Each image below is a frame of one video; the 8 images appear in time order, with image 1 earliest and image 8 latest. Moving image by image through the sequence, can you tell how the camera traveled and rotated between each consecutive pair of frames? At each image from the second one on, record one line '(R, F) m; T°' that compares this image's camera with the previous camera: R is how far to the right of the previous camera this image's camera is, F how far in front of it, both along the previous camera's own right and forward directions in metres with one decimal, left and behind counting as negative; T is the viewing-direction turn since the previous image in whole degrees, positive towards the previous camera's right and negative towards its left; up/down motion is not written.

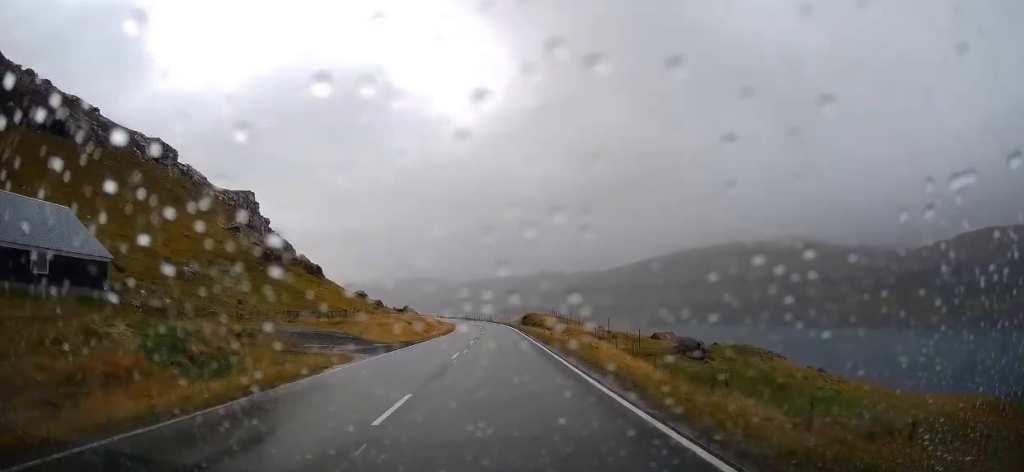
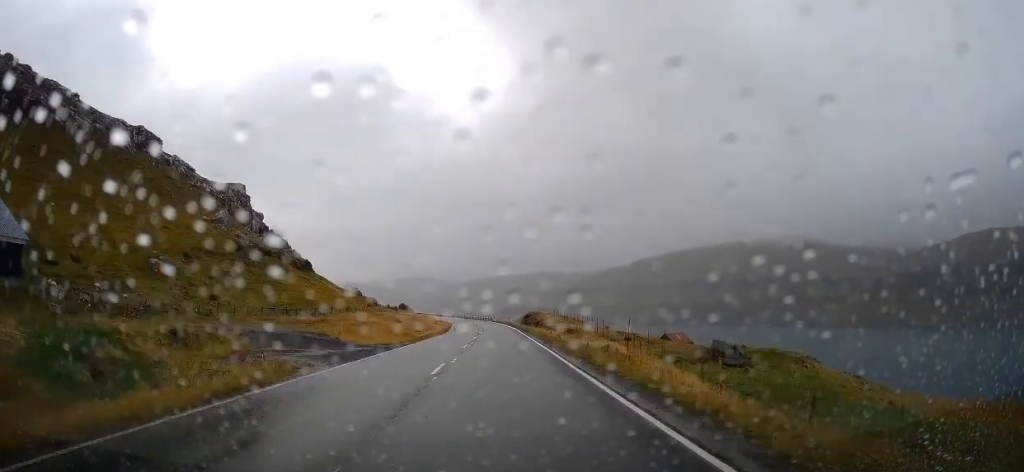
(0.0, +5.9) m; 0°
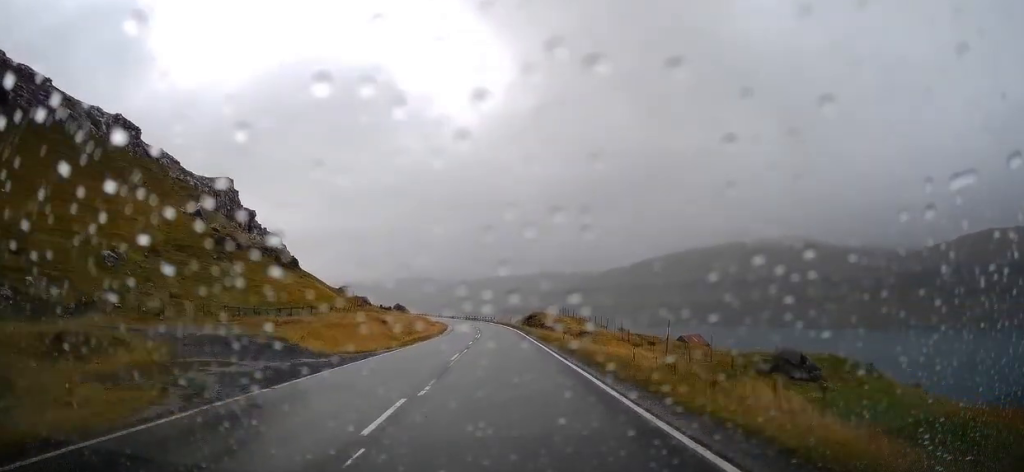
(-0.1, +7.3) m; 0°
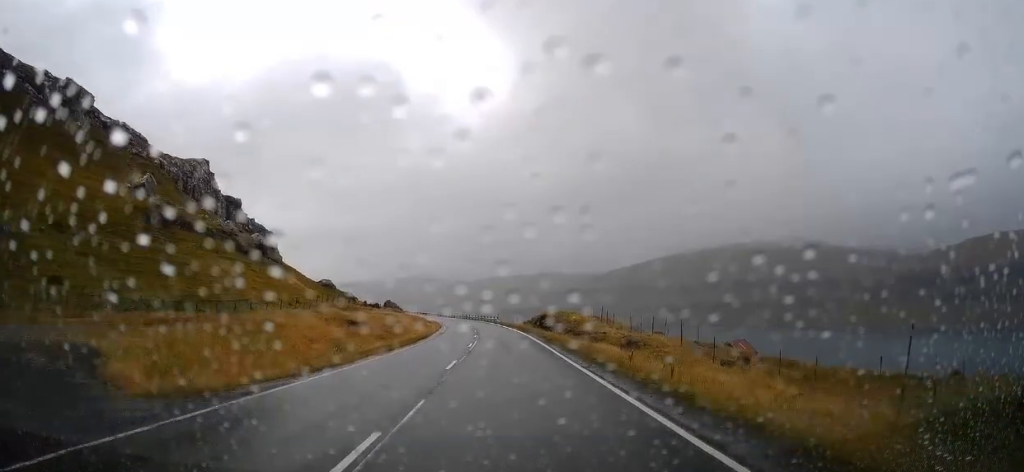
(+0.1, +15.3) m; 0°
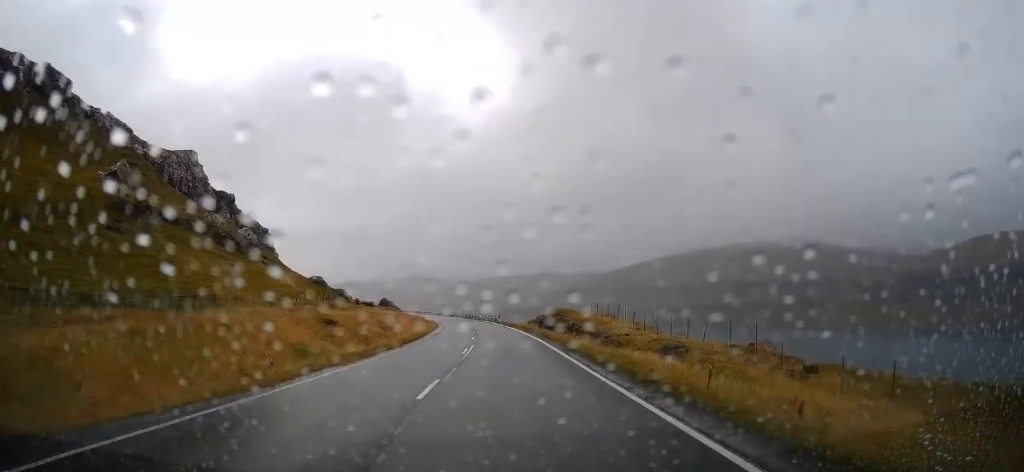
(0.0, +6.1) m; 0°
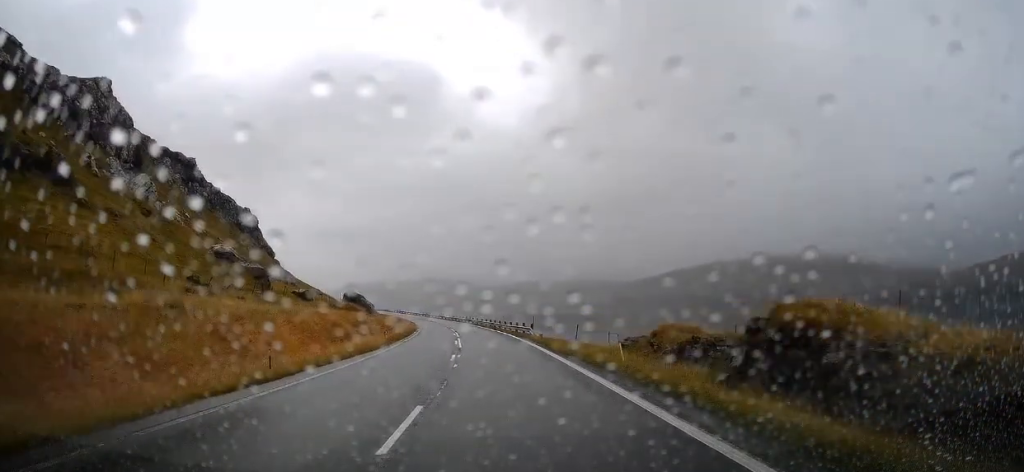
(-0.6, +40.9) m; 0°
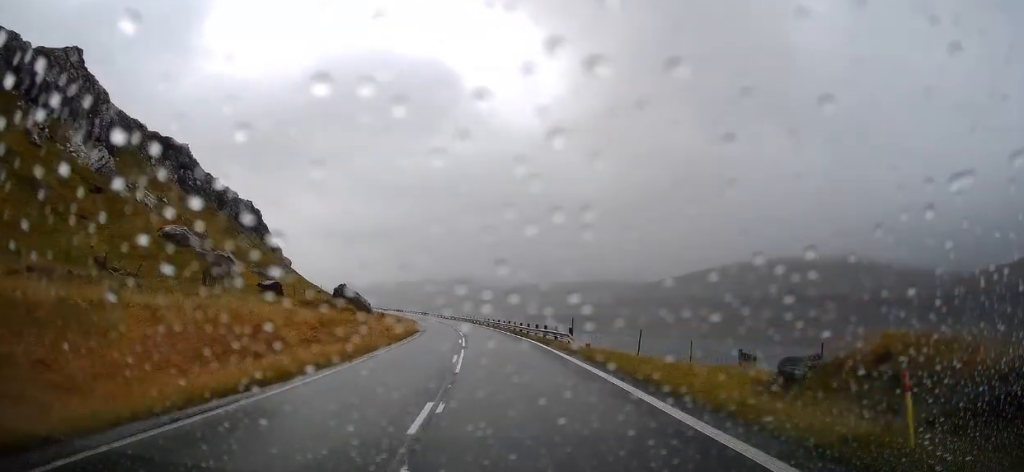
(+0.2, +11.9) m; -1°
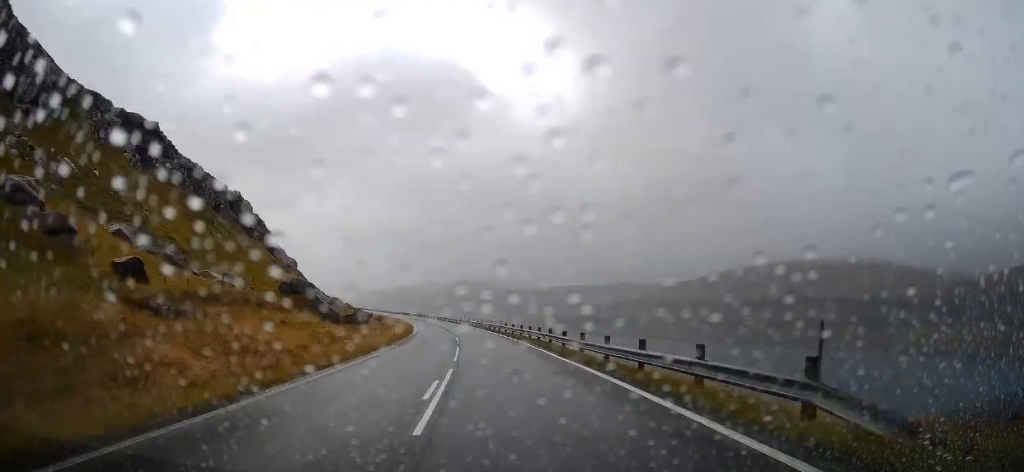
(-0.6, +19.4) m; -2°
